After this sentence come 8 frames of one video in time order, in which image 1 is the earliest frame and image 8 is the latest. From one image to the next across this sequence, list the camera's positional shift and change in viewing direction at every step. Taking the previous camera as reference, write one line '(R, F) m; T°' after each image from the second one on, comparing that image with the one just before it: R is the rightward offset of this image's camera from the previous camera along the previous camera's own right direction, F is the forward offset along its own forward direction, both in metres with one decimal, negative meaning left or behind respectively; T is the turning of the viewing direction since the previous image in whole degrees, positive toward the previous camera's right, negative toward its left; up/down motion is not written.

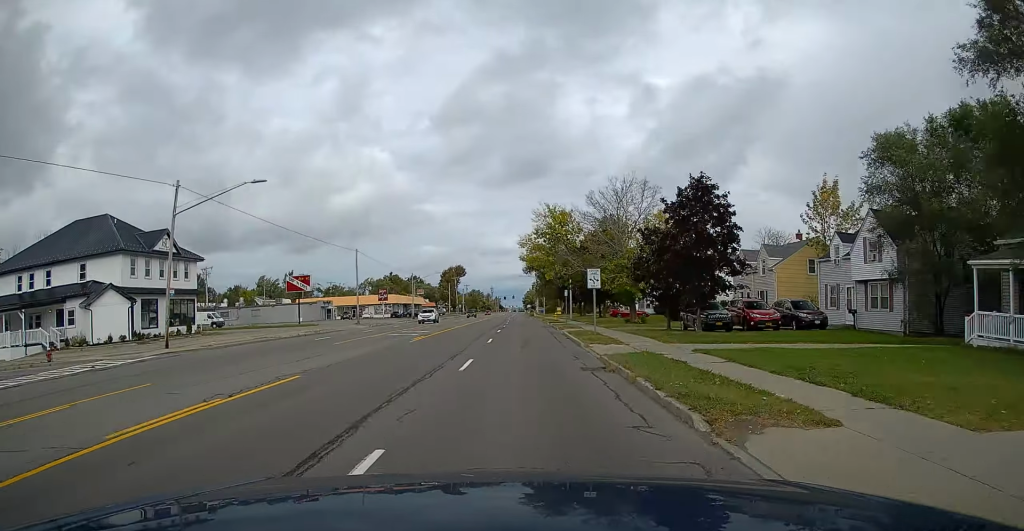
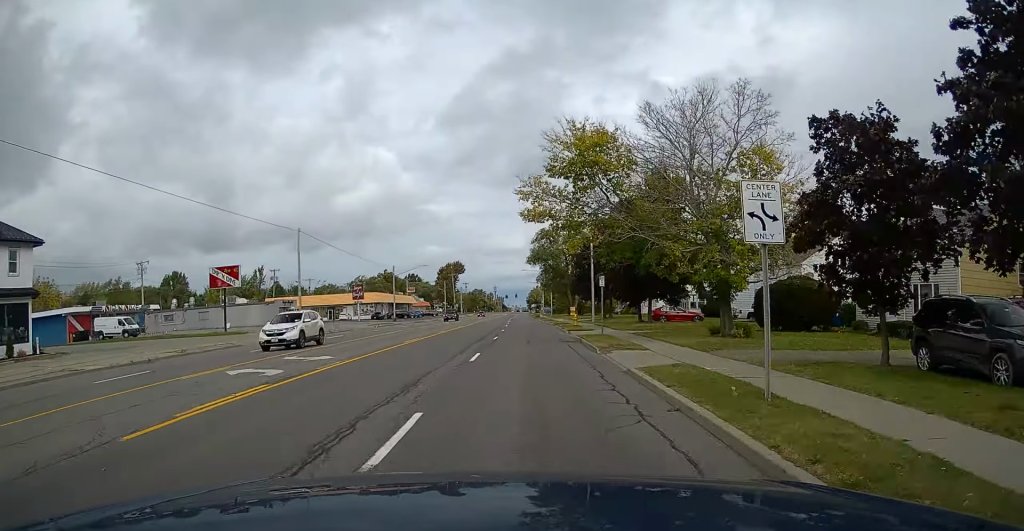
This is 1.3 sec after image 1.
(0.0, +22.0) m; 0°
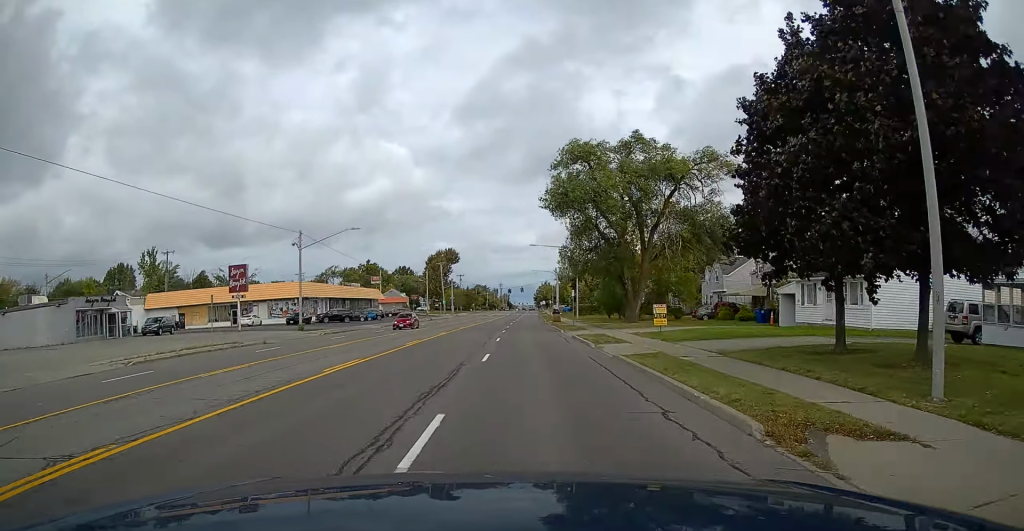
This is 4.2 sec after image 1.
(-0.1, +48.8) m; 0°
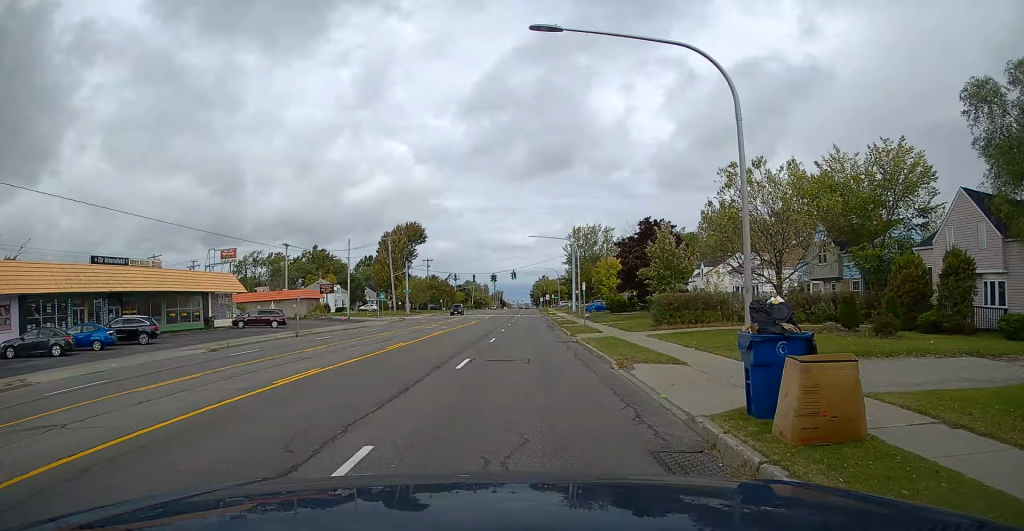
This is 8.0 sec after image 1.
(+0.1, +64.0) m; 0°
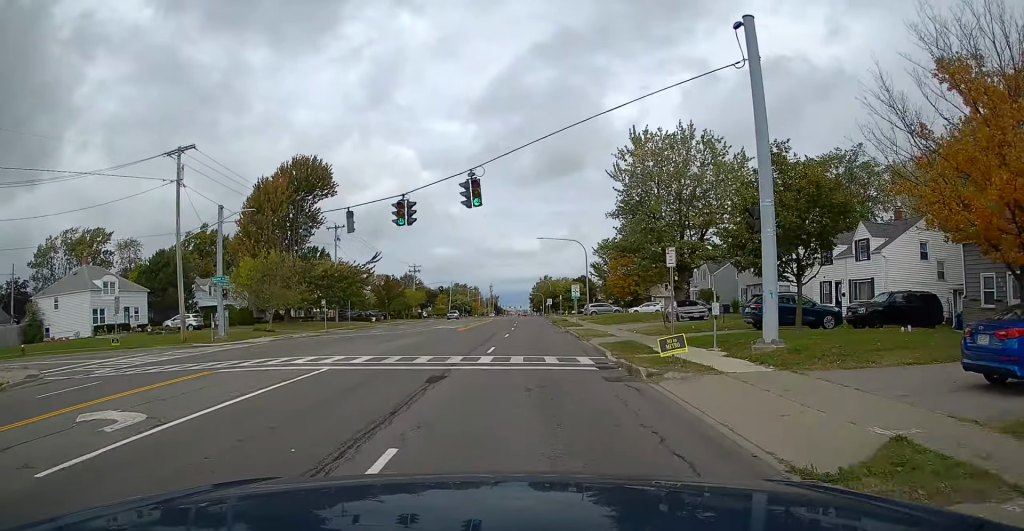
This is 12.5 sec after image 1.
(+0.2, +73.0) m; 0°
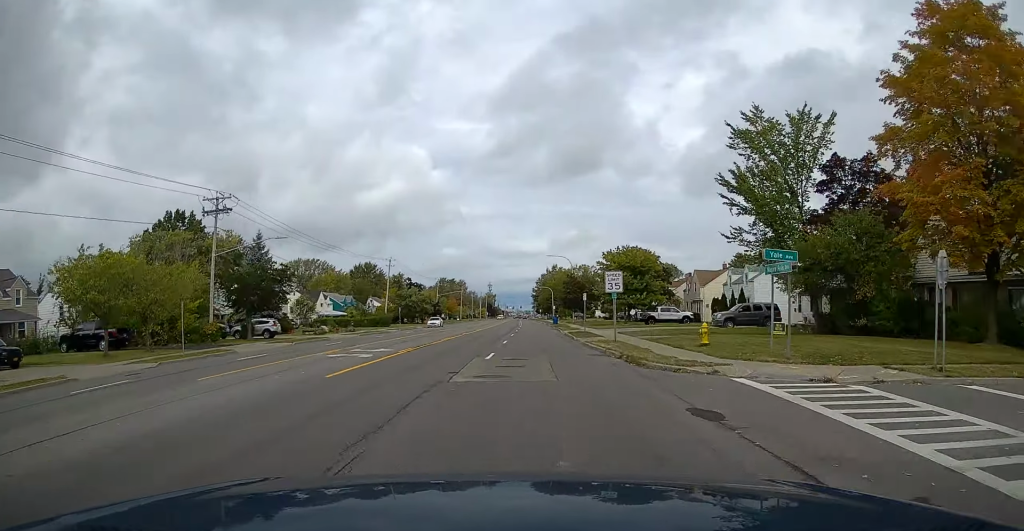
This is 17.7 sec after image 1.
(-0.1, +84.3) m; 0°
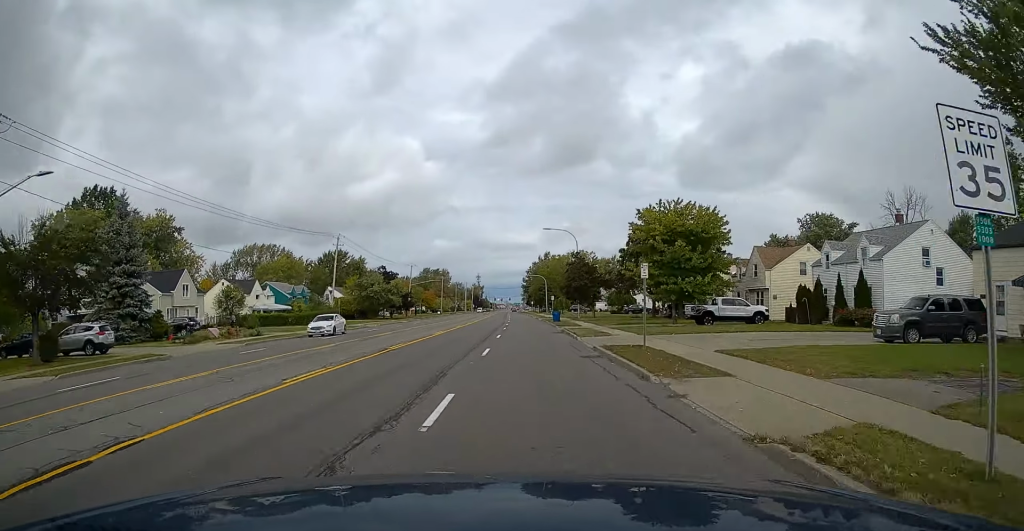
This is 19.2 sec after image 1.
(+0.1, +23.9) m; 0°
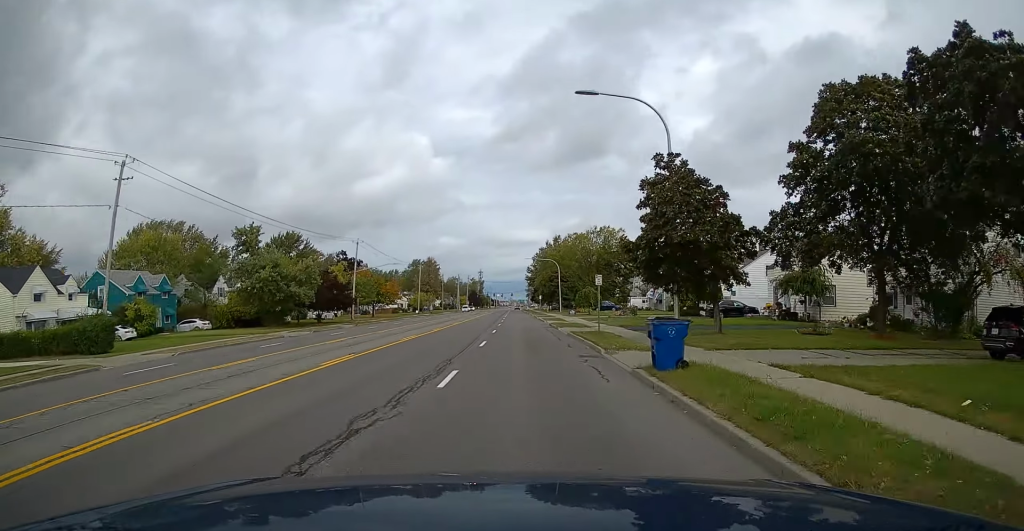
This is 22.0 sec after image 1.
(0.0, +44.2) m; -1°
